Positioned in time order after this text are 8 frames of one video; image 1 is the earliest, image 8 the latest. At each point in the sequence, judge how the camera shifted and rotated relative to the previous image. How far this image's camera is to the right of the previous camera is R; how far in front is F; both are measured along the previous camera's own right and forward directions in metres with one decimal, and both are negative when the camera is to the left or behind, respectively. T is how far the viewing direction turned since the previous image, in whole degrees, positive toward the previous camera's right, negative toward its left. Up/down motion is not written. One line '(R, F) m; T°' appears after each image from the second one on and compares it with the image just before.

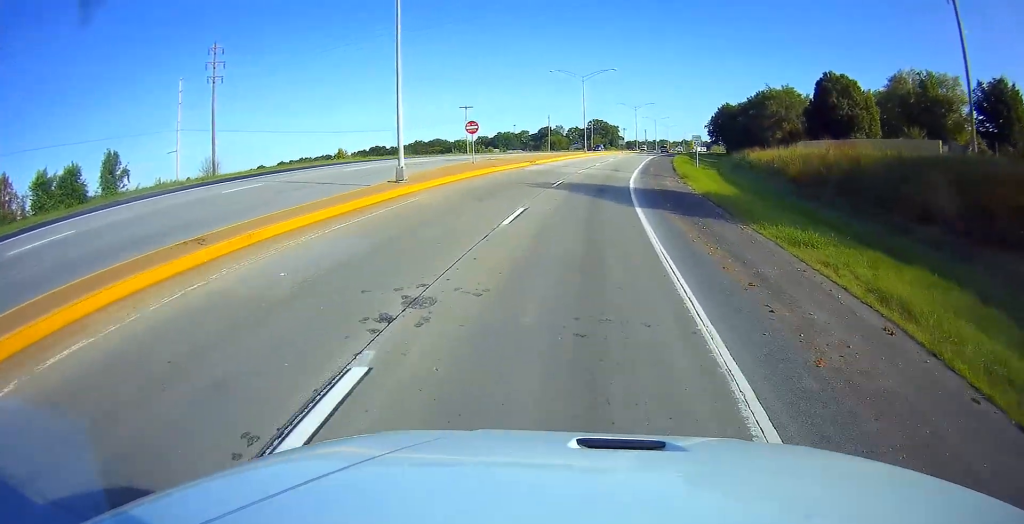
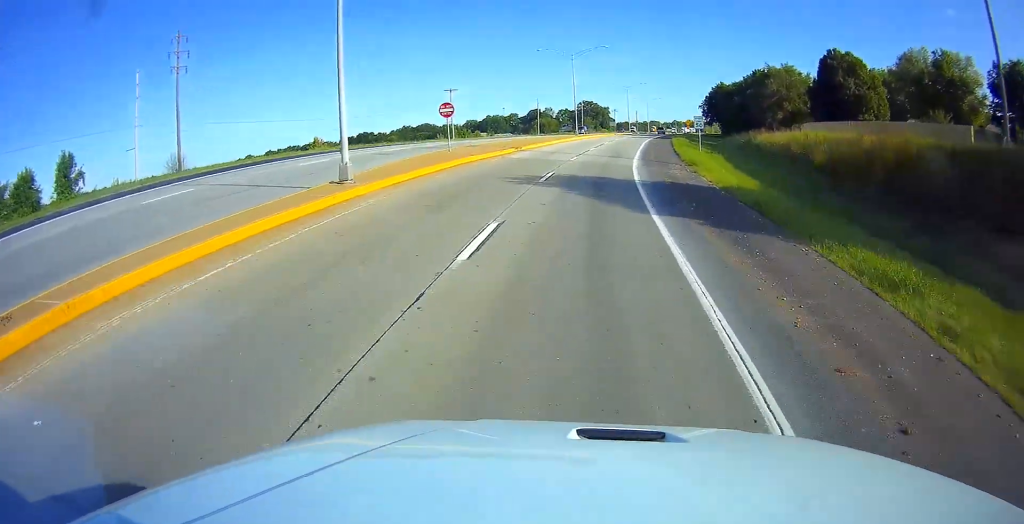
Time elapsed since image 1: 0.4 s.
(0.0, +5.3) m; 0°
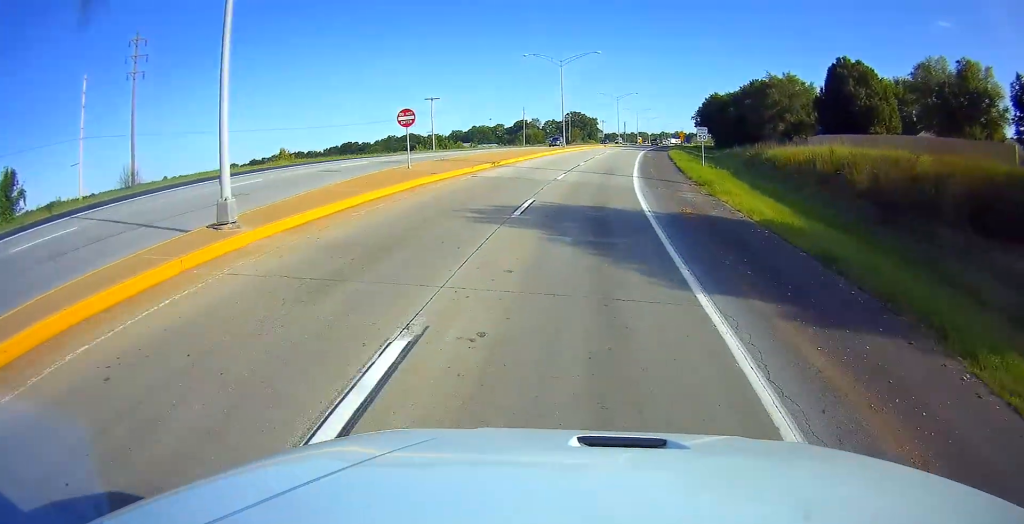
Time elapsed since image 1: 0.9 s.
(0.0, +6.1) m; 0°
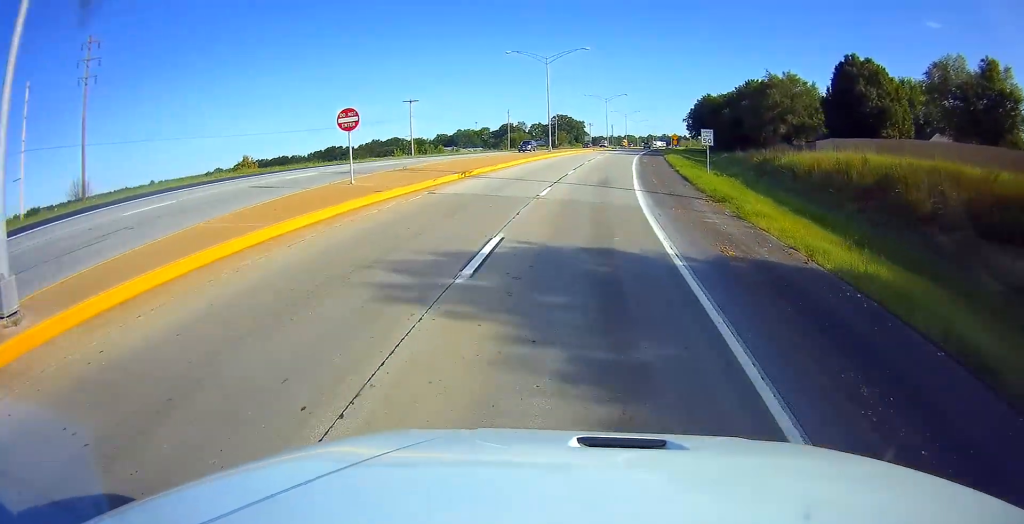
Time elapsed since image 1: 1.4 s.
(0.0, +6.1) m; +2°
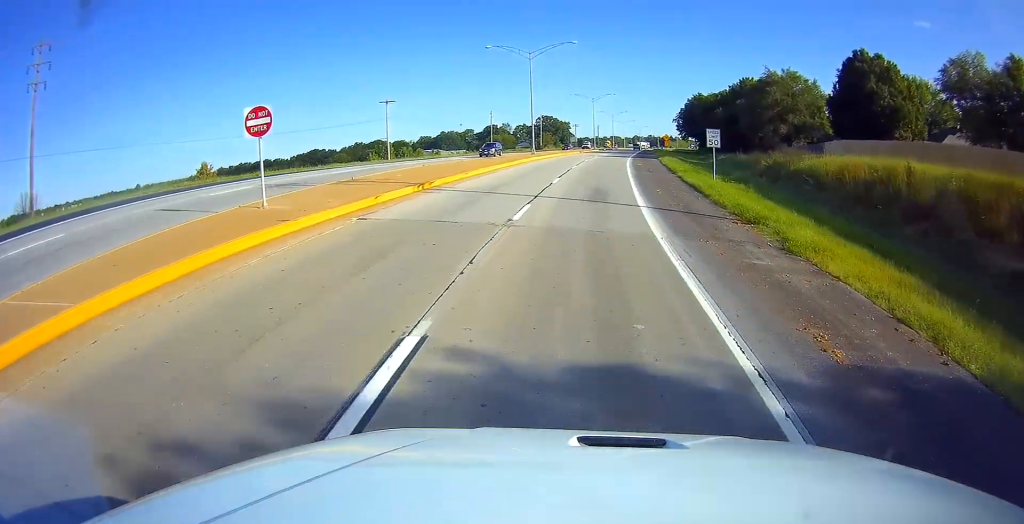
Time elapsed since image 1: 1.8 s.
(-0.1, +5.8) m; +2°
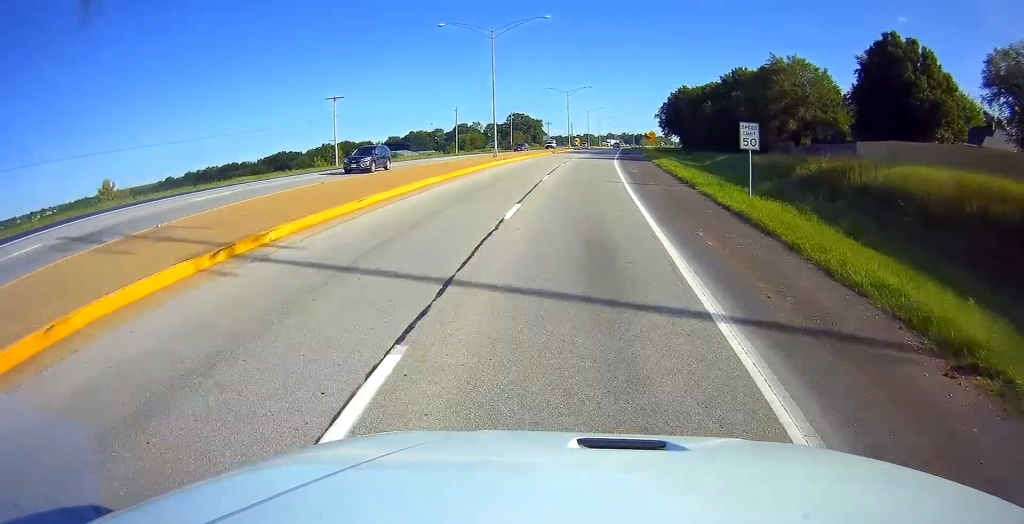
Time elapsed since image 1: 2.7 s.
(+0.5, +12.2) m; +1°
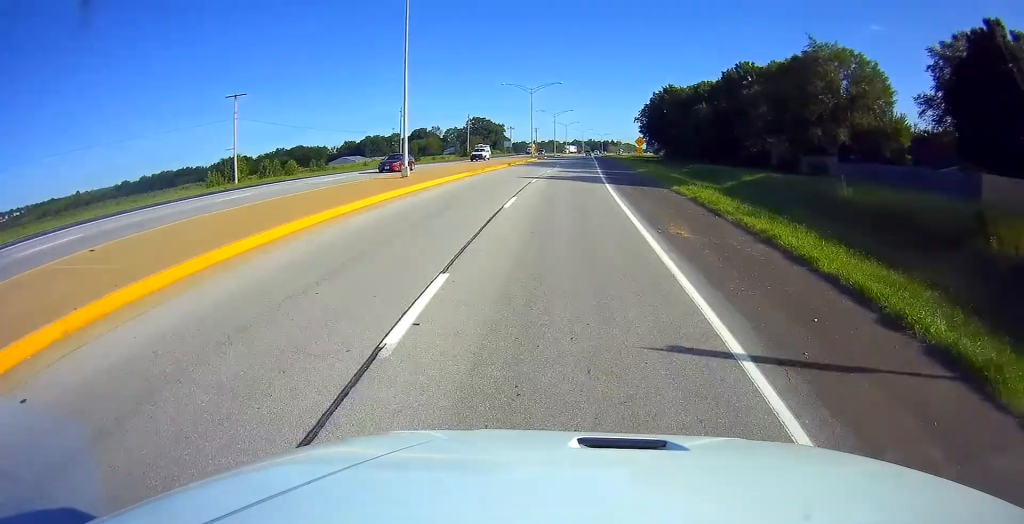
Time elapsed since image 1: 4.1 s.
(-0.3, +20.6) m; +1°
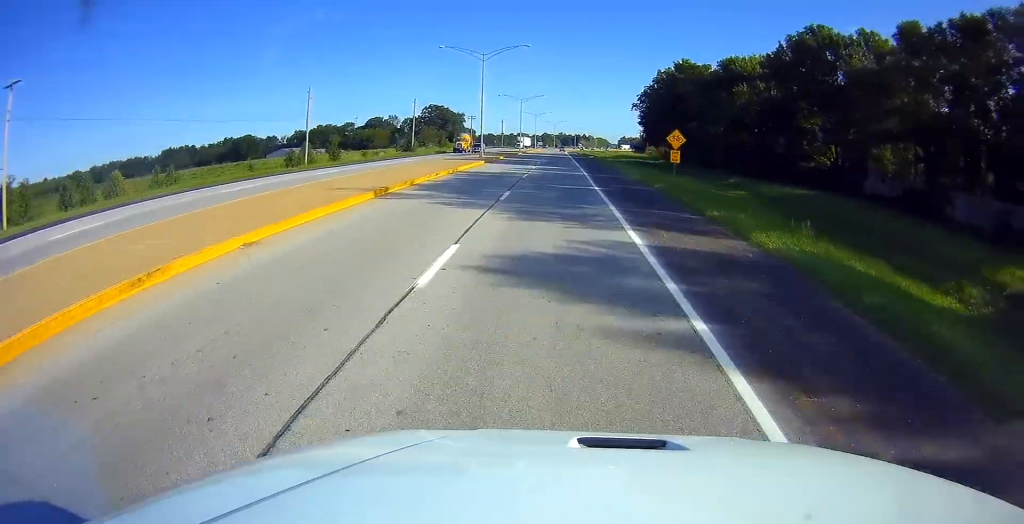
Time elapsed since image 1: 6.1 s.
(+1.6, +33.7) m; +3°
